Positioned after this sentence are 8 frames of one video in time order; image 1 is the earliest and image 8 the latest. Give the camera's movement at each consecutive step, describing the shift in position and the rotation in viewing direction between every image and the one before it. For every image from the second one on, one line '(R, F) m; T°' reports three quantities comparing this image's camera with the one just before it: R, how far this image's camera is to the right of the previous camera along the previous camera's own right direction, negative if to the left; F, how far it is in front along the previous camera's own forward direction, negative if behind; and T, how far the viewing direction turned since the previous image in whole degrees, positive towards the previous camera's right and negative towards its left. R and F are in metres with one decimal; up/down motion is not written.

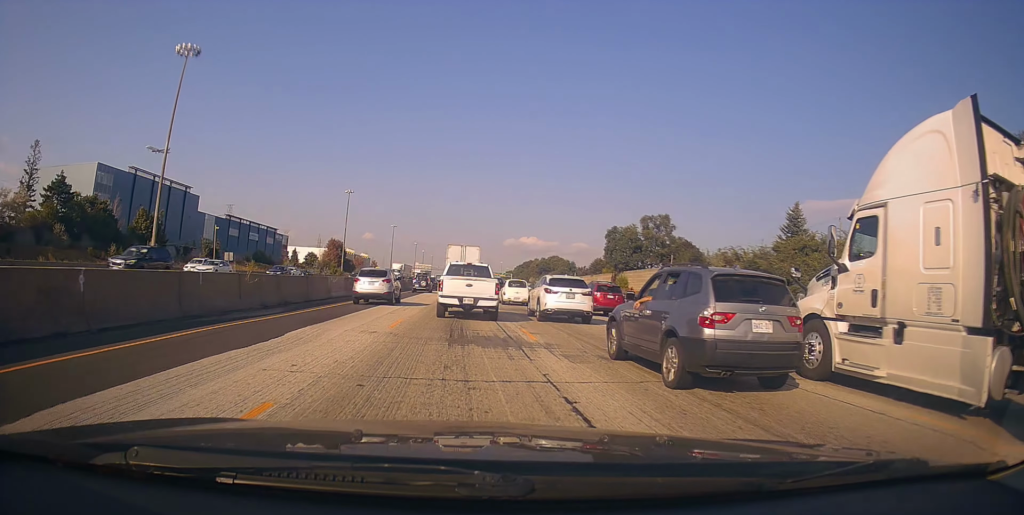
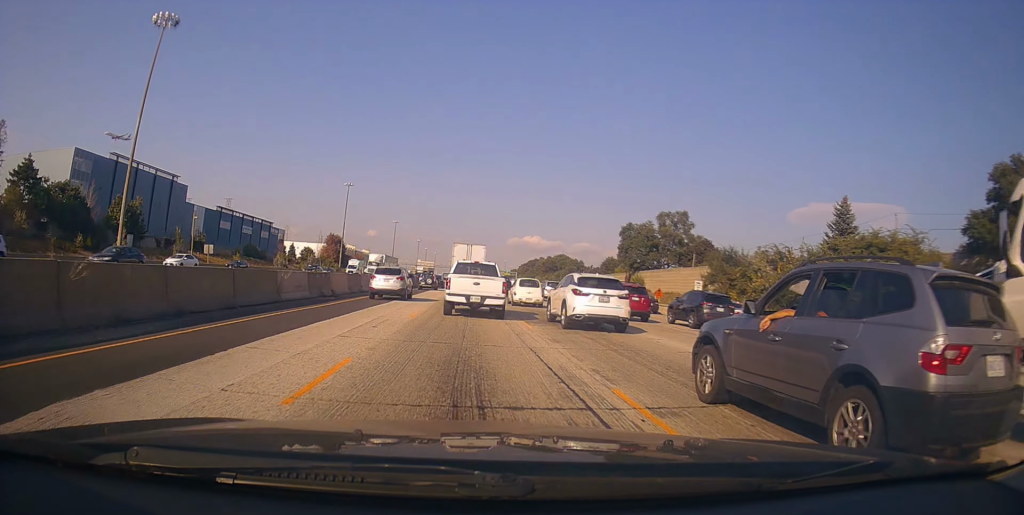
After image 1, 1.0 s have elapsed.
(+0.3, +9.1) m; +1°
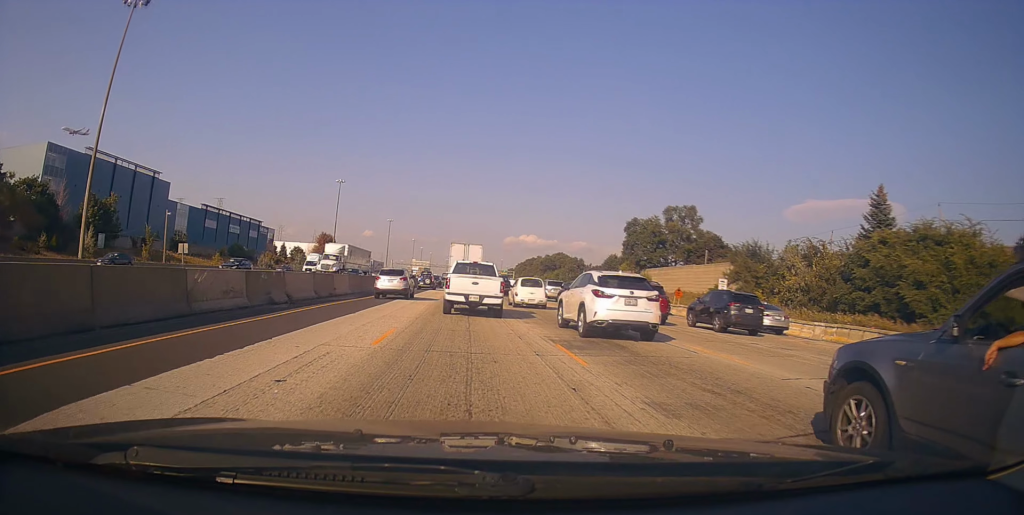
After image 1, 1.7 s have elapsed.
(+0.1, +7.1) m; -2°
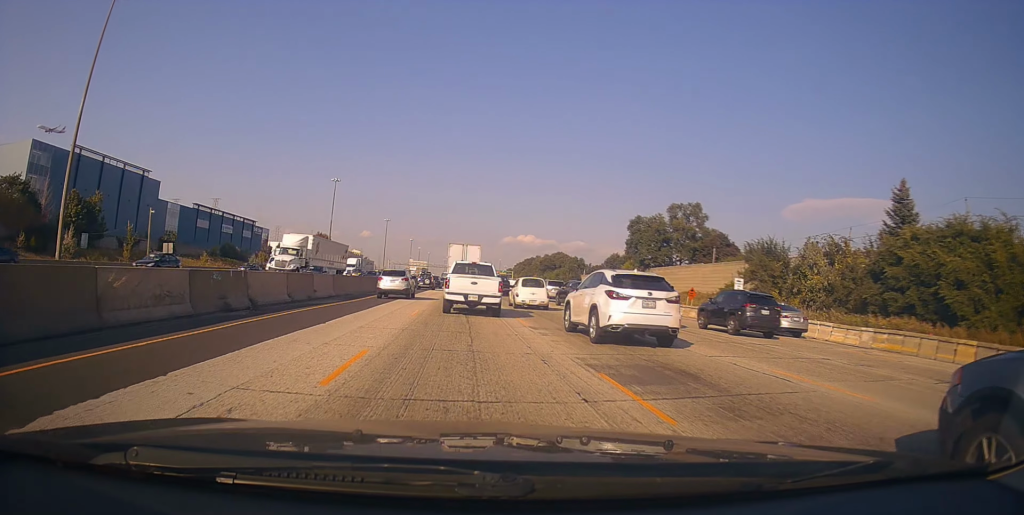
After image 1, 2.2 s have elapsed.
(-0.2, +4.0) m; -2°
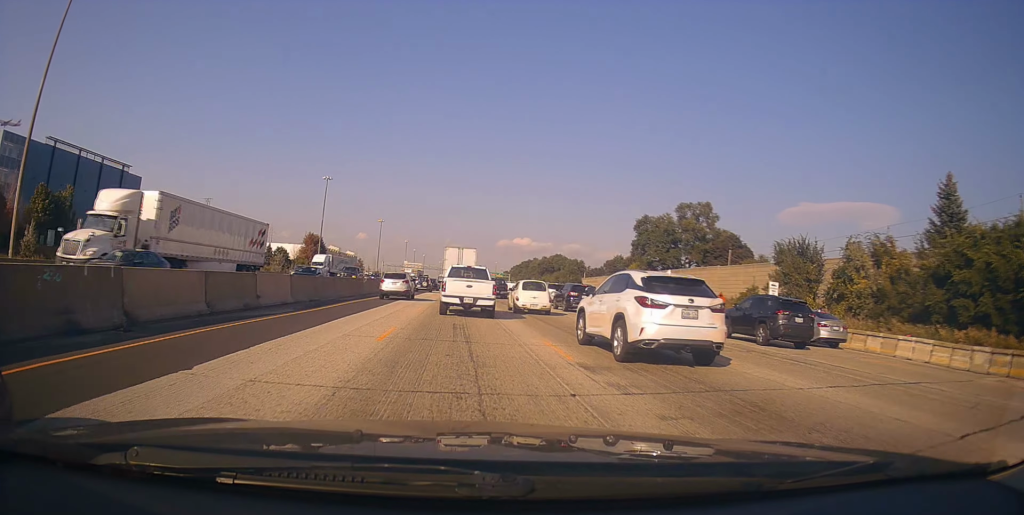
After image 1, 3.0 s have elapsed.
(-0.2, +7.2) m; +1°
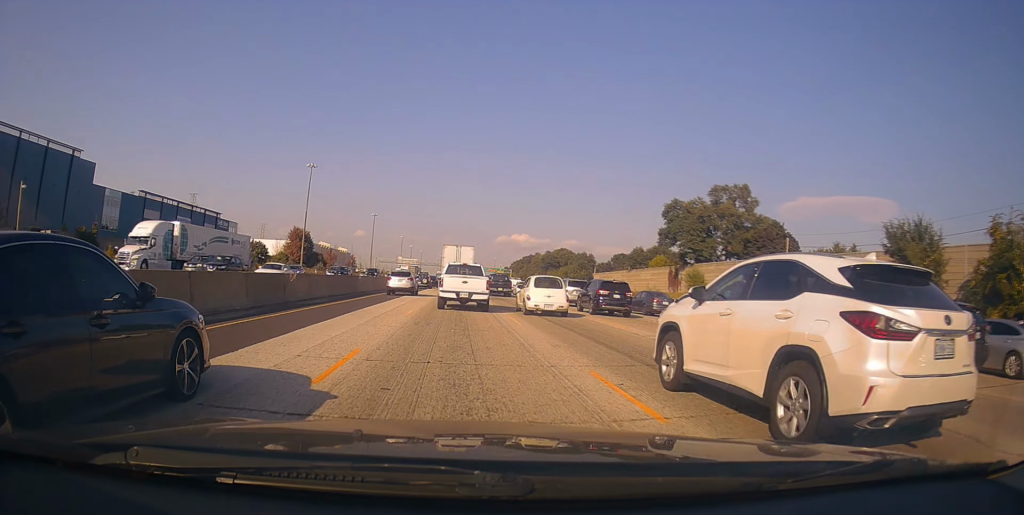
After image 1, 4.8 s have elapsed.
(+1.2, +16.5) m; +4°
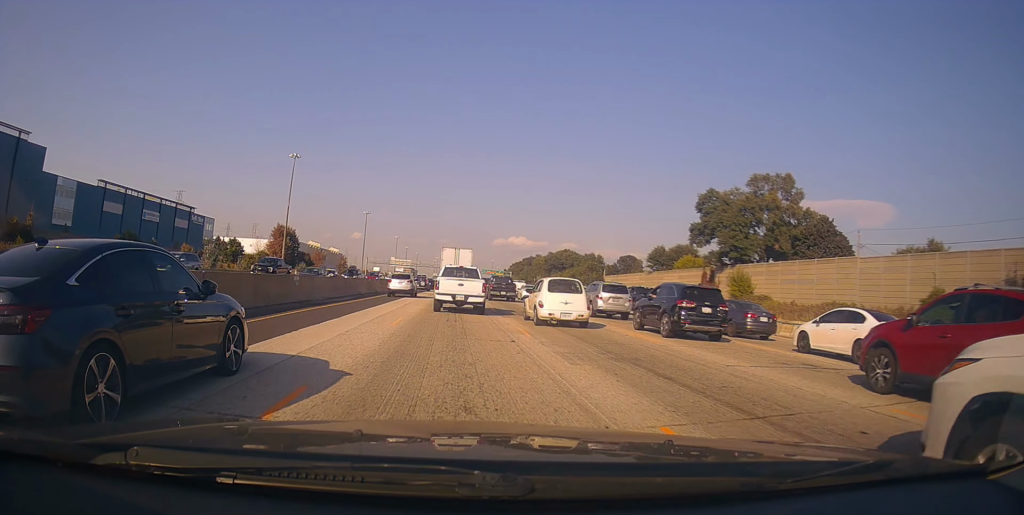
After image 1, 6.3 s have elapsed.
(-0.9, +14.9) m; -4°
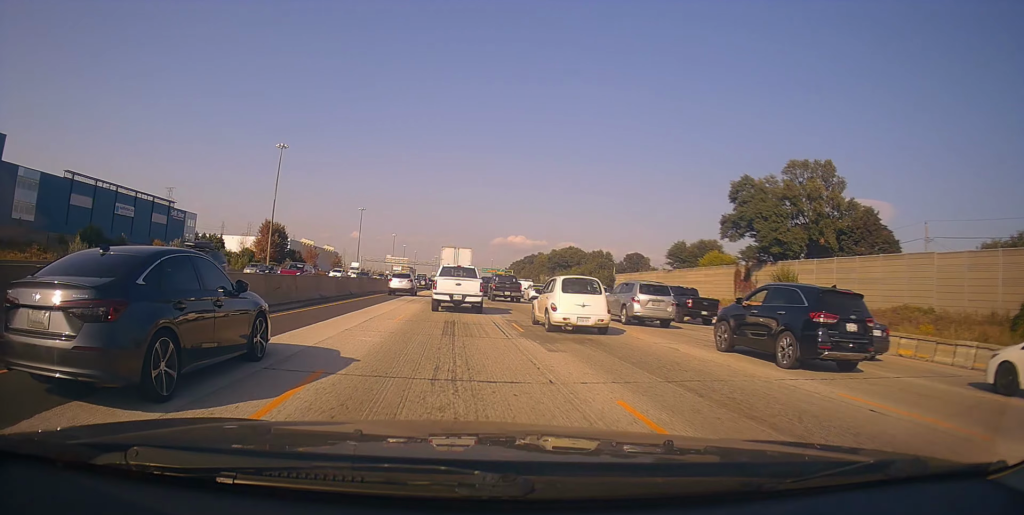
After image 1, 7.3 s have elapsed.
(+0.2, +11.0) m; +3°
